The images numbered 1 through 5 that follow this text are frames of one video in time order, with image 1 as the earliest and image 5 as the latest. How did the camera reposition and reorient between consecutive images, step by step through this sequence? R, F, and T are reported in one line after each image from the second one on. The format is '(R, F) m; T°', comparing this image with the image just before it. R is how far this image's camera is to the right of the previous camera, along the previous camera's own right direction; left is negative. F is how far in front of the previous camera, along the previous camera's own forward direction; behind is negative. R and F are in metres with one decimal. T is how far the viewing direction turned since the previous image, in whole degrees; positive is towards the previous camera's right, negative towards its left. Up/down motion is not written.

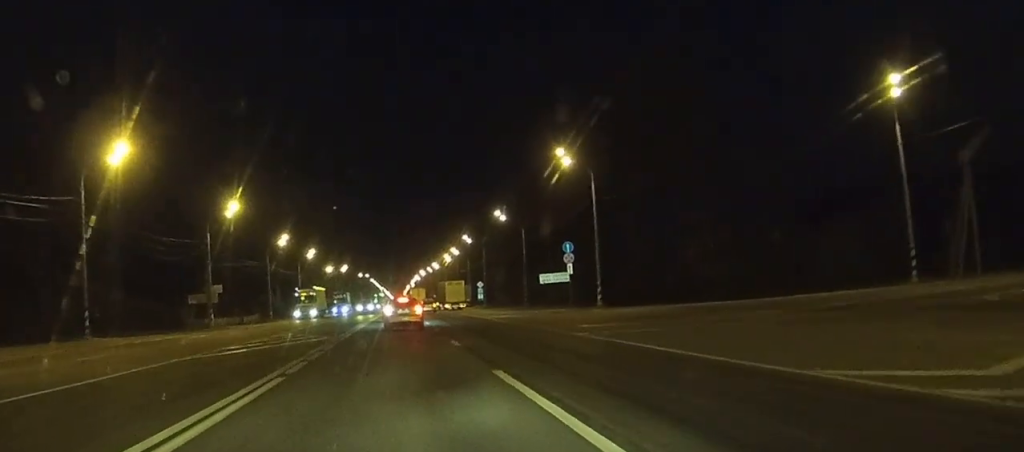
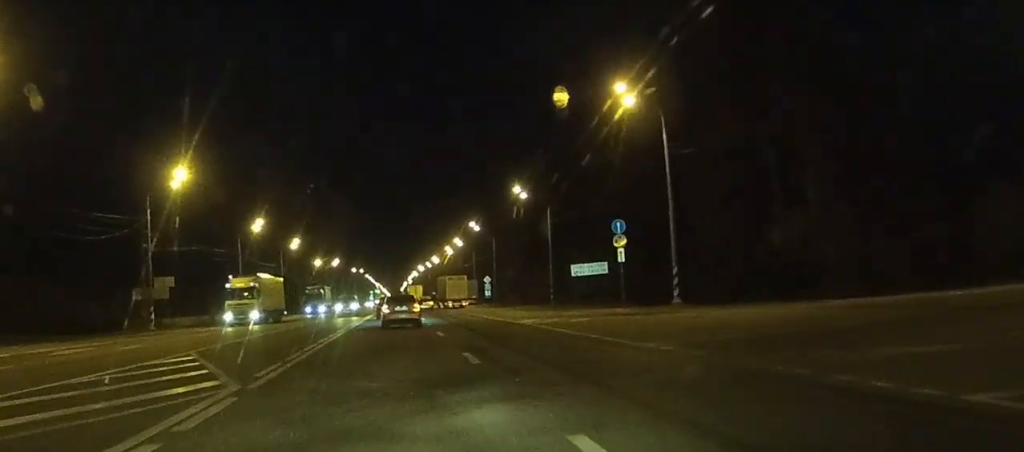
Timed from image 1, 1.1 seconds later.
(0.0, +19.3) m; 0°
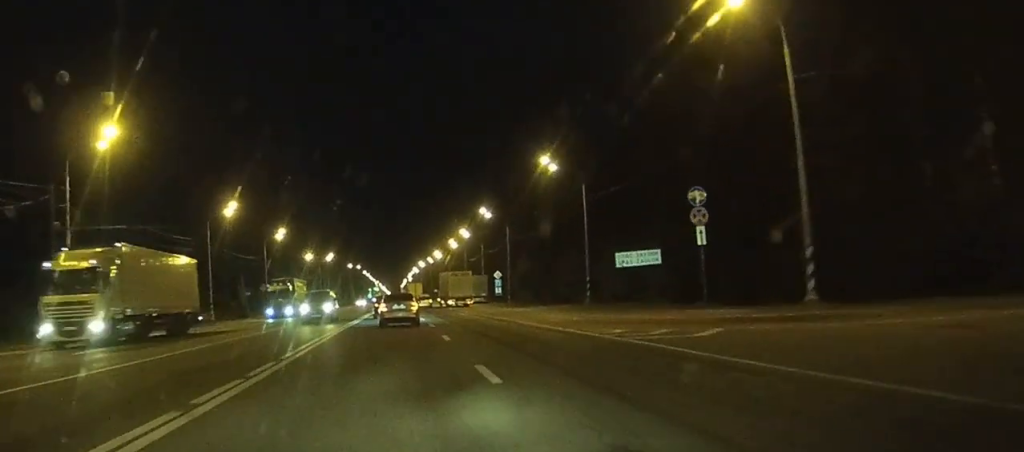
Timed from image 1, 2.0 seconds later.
(-0.1, +16.3) m; 0°
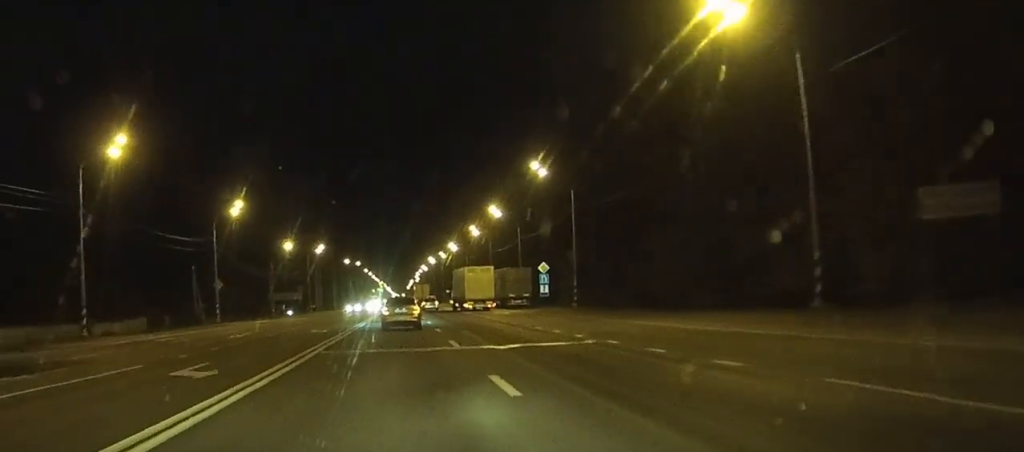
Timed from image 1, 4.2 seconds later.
(0.0, +37.4) m; 0°
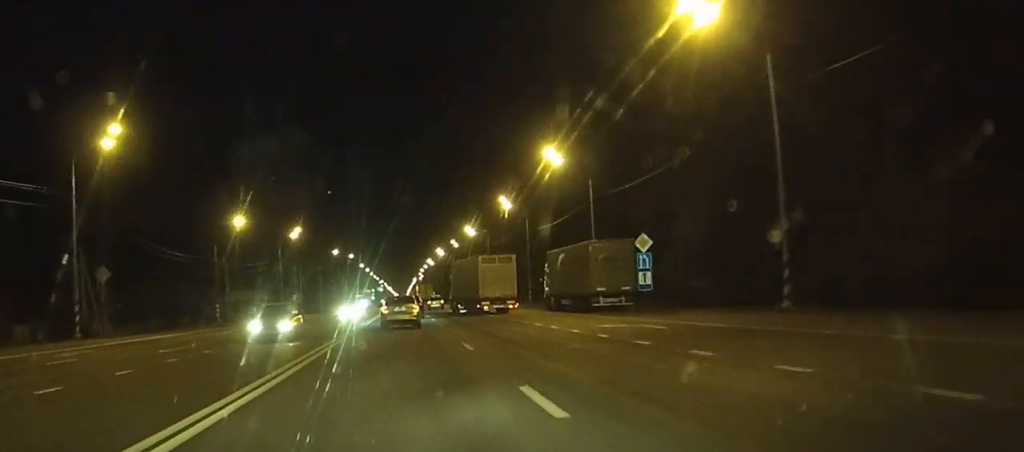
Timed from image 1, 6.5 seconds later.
(0.0, +38.4) m; 0°
